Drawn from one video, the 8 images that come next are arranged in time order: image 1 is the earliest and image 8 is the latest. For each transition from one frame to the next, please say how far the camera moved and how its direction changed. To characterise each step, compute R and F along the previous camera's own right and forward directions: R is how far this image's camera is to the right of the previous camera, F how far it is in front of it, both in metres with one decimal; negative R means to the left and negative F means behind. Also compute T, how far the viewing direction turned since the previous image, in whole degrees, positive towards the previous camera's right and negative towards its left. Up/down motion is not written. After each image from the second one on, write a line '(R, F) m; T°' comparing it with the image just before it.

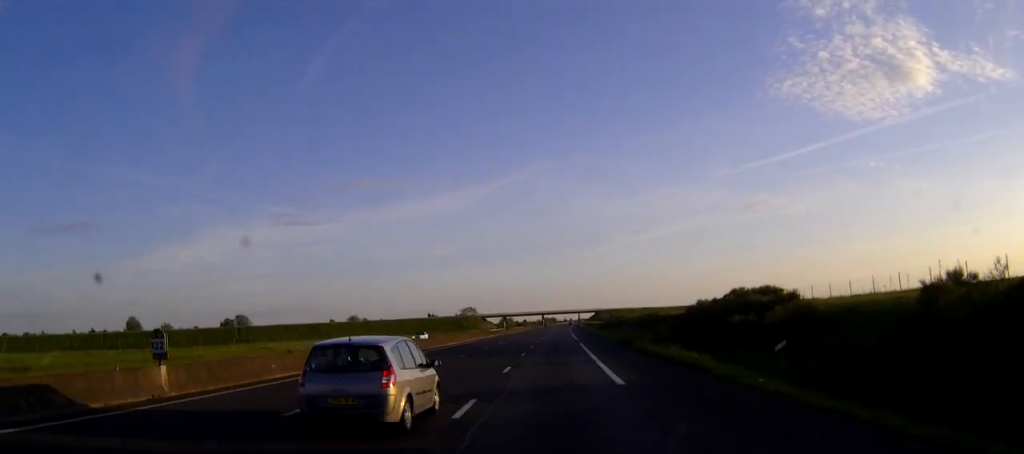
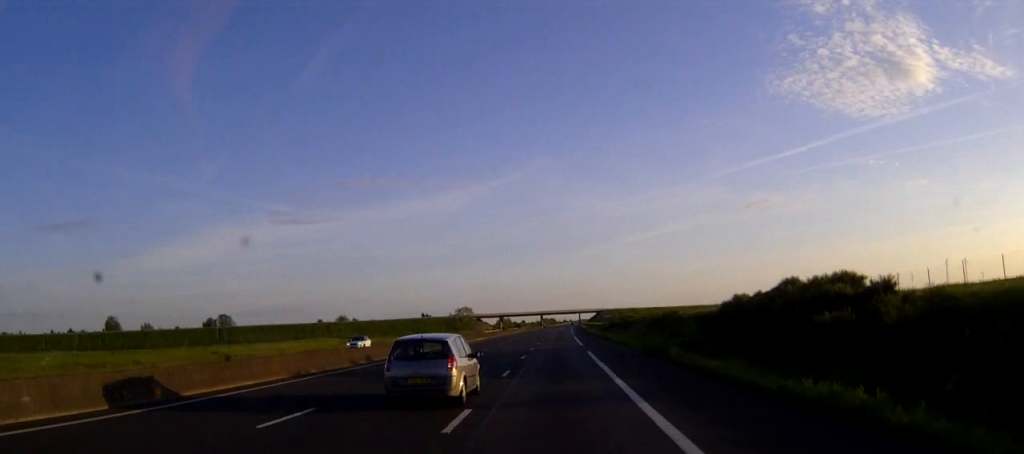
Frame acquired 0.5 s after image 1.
(0.0, +14.4) m; 0°
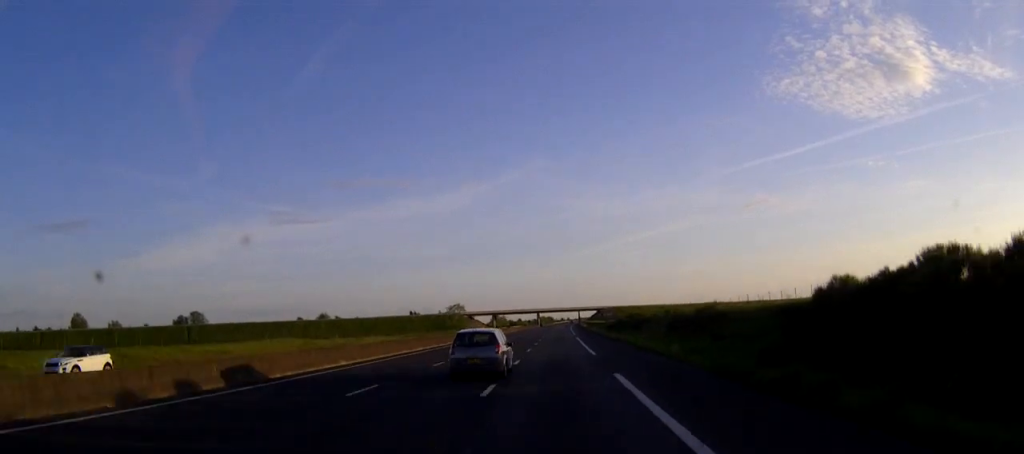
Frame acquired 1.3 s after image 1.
(0.0, +20.7) m; 0°
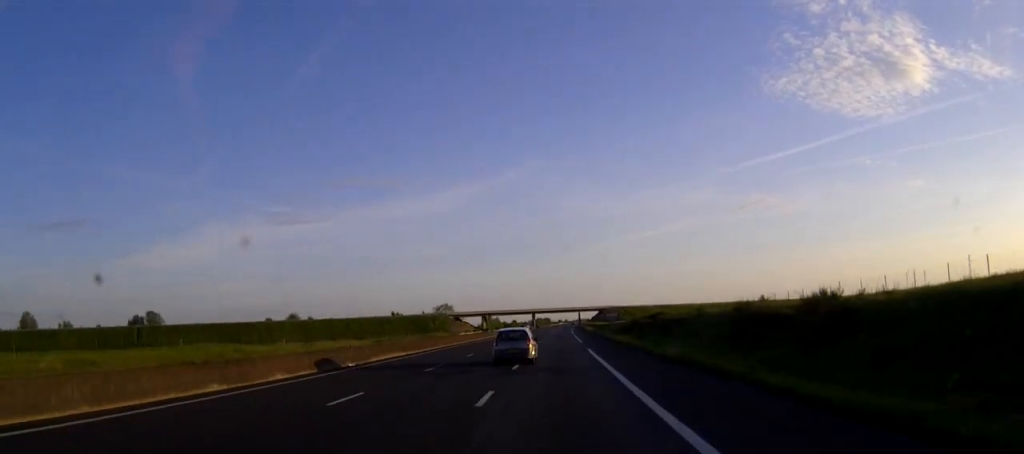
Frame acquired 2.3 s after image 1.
(0.0, +28.0) m; 0°
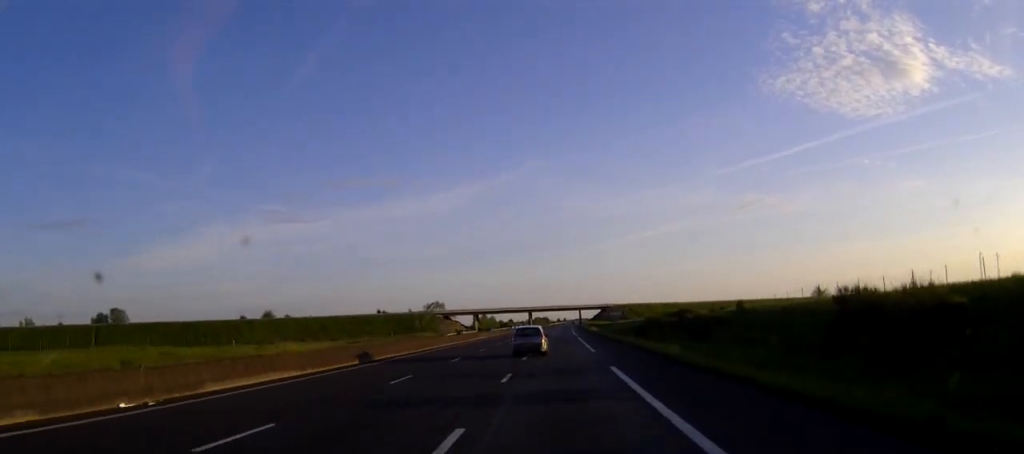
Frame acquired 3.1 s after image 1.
(0.0, +19.8) m; 0°
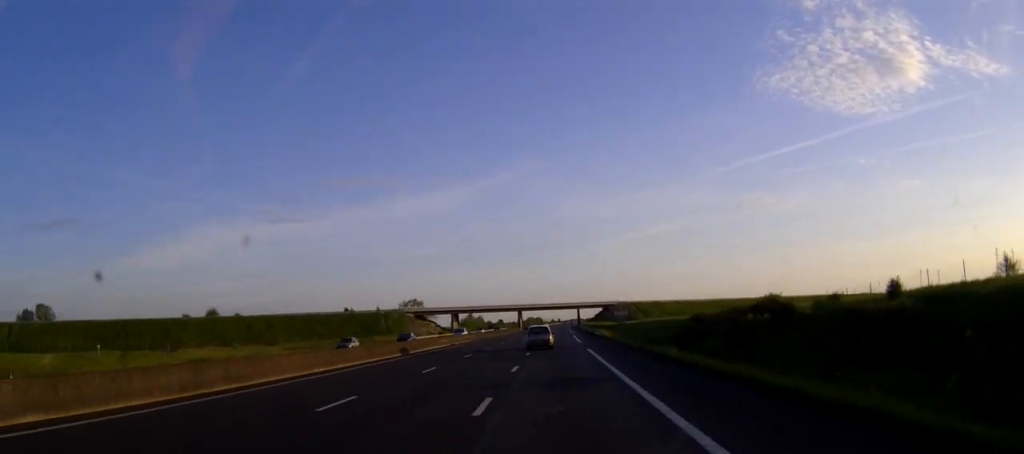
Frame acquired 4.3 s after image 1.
(0.0, +33.2) m; 0°
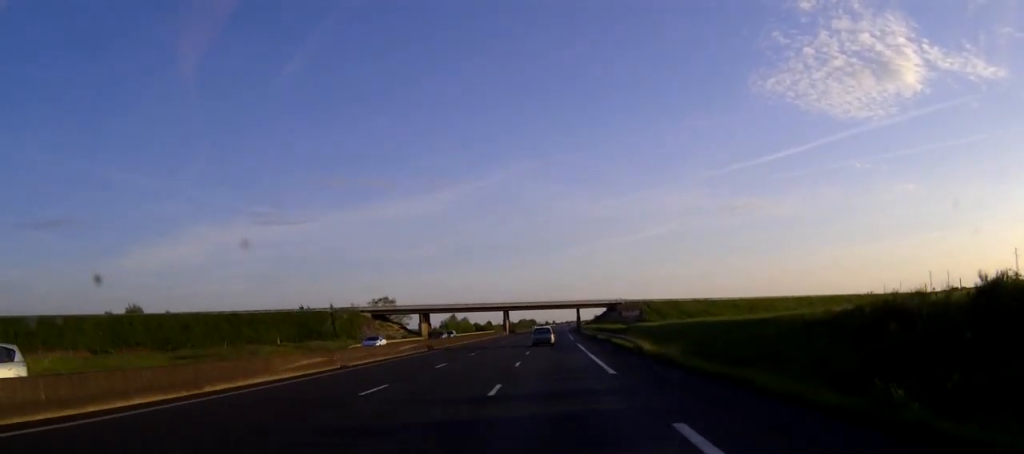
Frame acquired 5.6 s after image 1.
(0.0, +35.2) m; 0°
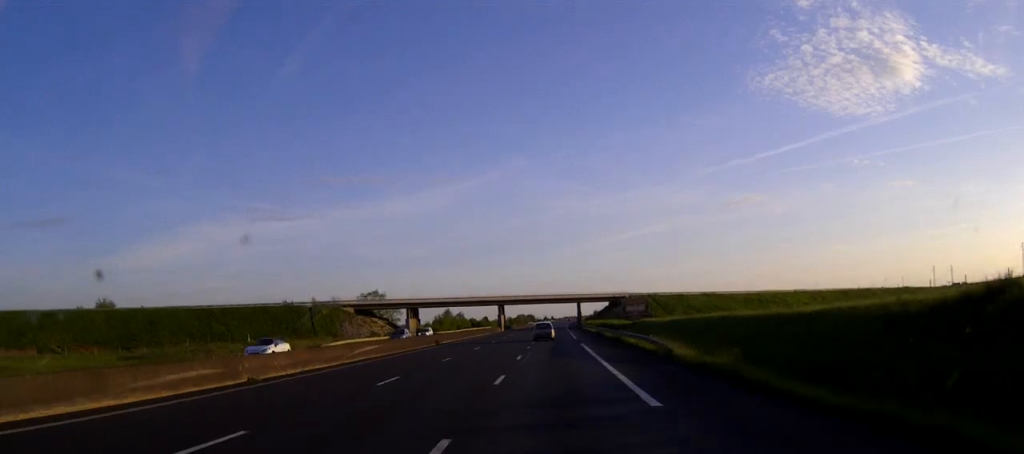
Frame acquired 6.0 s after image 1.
(0.0, +11.0) m; 0°
